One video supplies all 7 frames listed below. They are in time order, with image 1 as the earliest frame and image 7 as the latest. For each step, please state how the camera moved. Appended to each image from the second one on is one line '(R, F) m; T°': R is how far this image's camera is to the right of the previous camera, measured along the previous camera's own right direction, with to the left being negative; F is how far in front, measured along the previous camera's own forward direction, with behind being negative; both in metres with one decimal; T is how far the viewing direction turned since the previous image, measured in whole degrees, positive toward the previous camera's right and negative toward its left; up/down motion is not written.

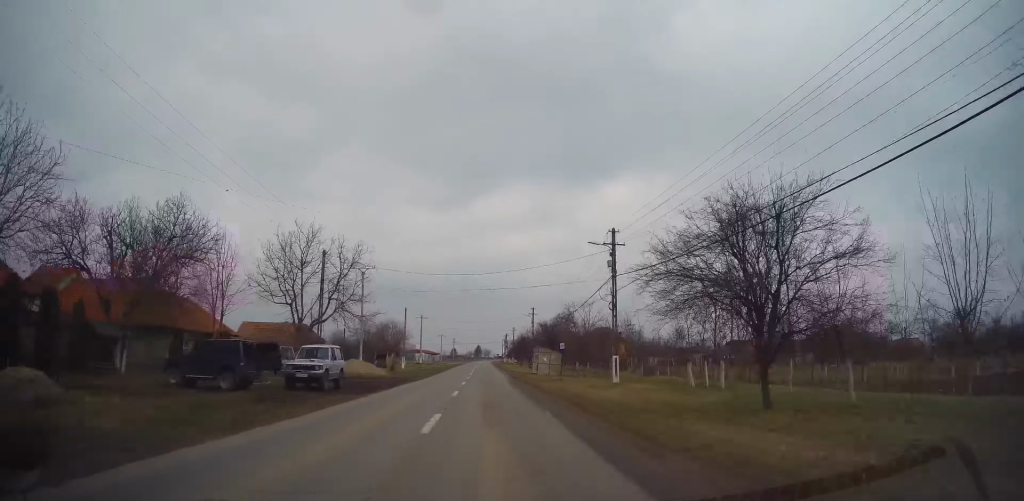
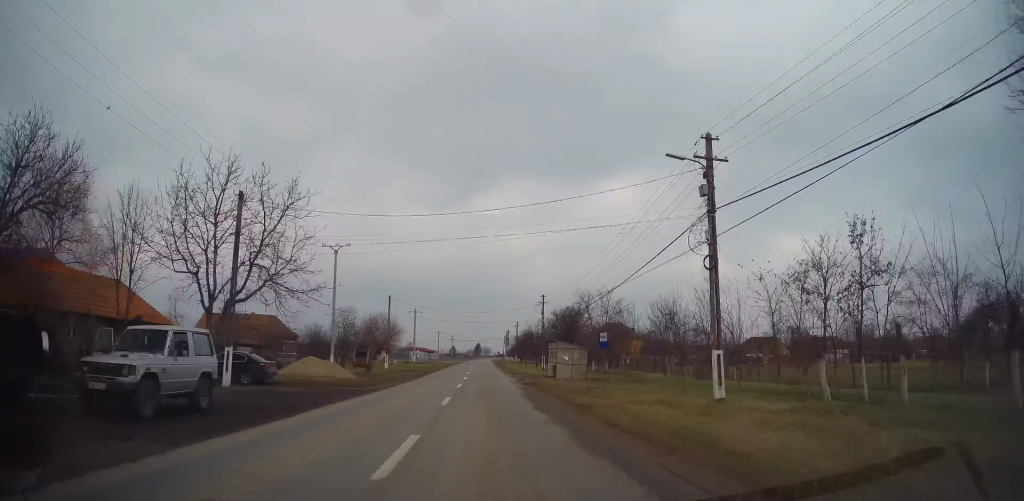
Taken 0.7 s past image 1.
(-0.2, +12.3) m; 0°
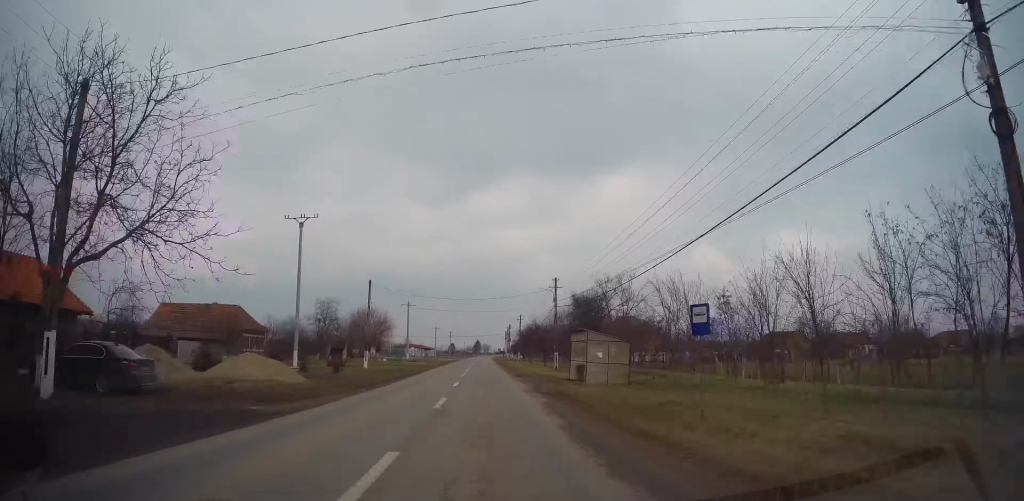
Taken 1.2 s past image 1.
(+0.3, +10.2) m; +1°
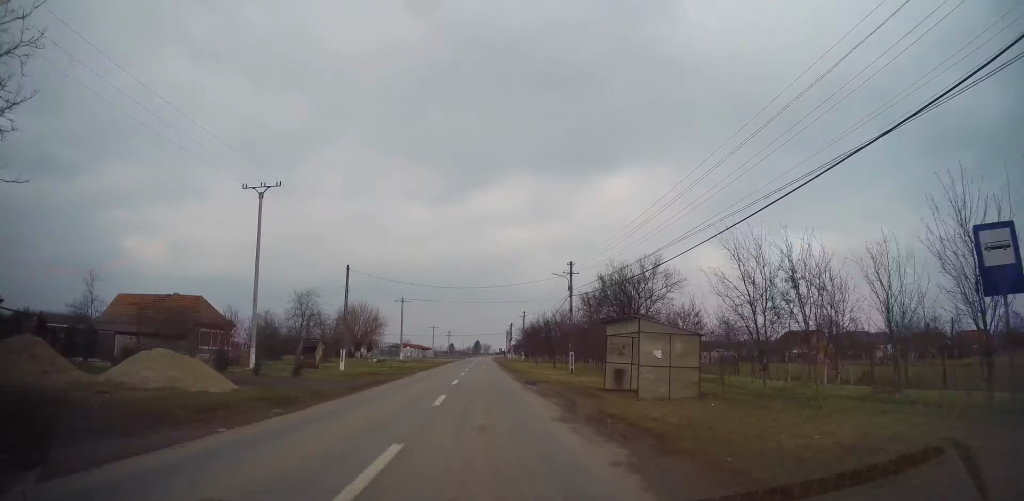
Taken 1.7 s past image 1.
(+0.1, +8.3) m; 0°
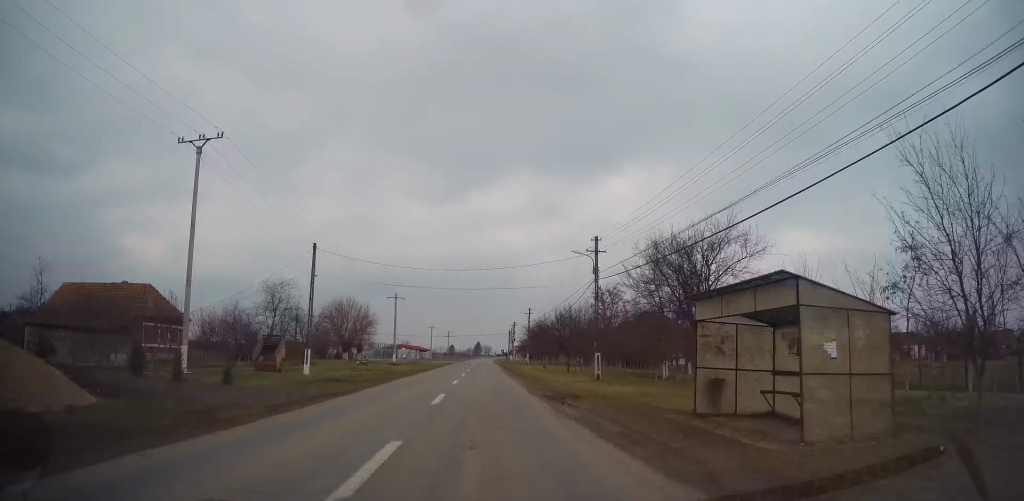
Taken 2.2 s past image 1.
(-0.1, +8.6) m; 0°
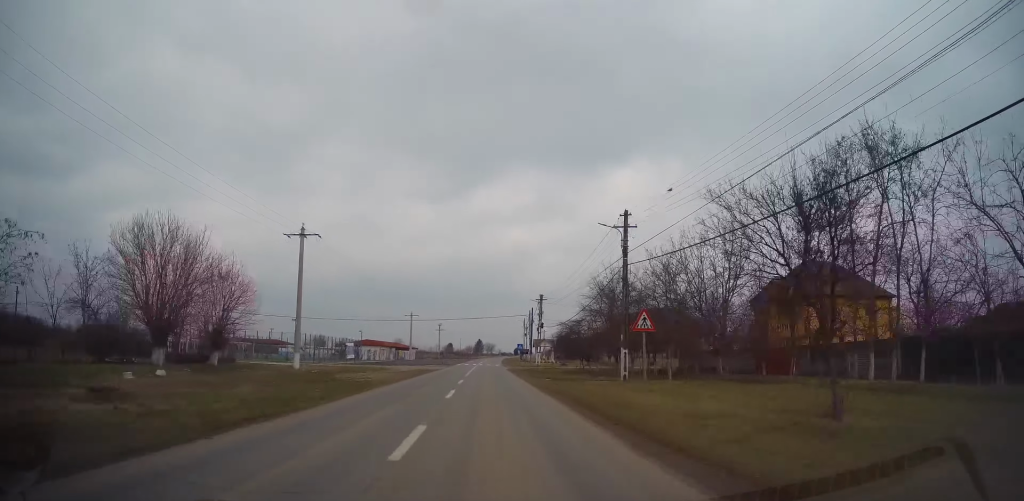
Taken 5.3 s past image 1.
(-0.5, +50.6) m; +1°
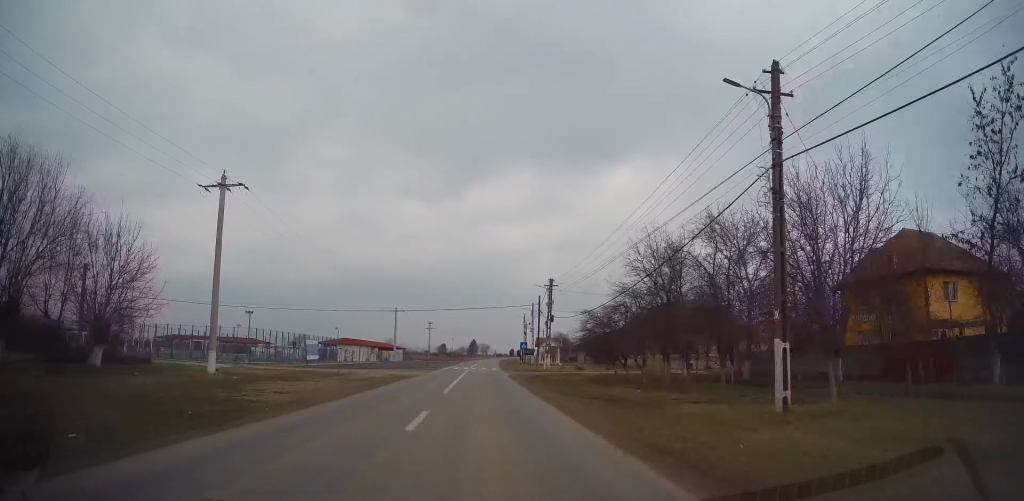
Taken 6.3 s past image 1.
(+0.2, +14.3) m; 0°
